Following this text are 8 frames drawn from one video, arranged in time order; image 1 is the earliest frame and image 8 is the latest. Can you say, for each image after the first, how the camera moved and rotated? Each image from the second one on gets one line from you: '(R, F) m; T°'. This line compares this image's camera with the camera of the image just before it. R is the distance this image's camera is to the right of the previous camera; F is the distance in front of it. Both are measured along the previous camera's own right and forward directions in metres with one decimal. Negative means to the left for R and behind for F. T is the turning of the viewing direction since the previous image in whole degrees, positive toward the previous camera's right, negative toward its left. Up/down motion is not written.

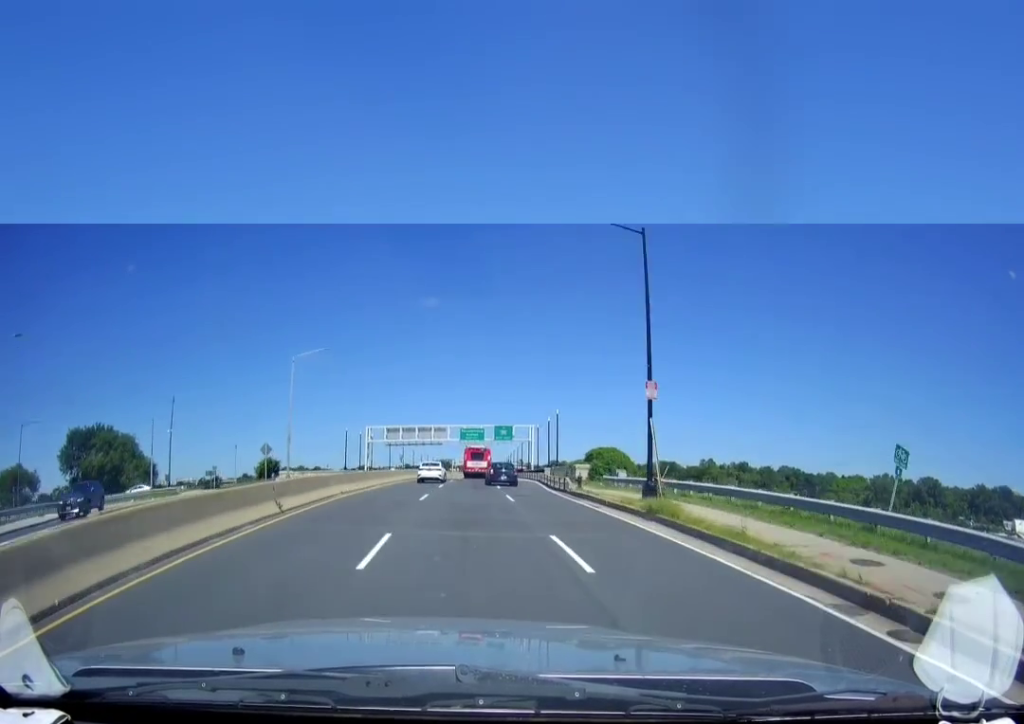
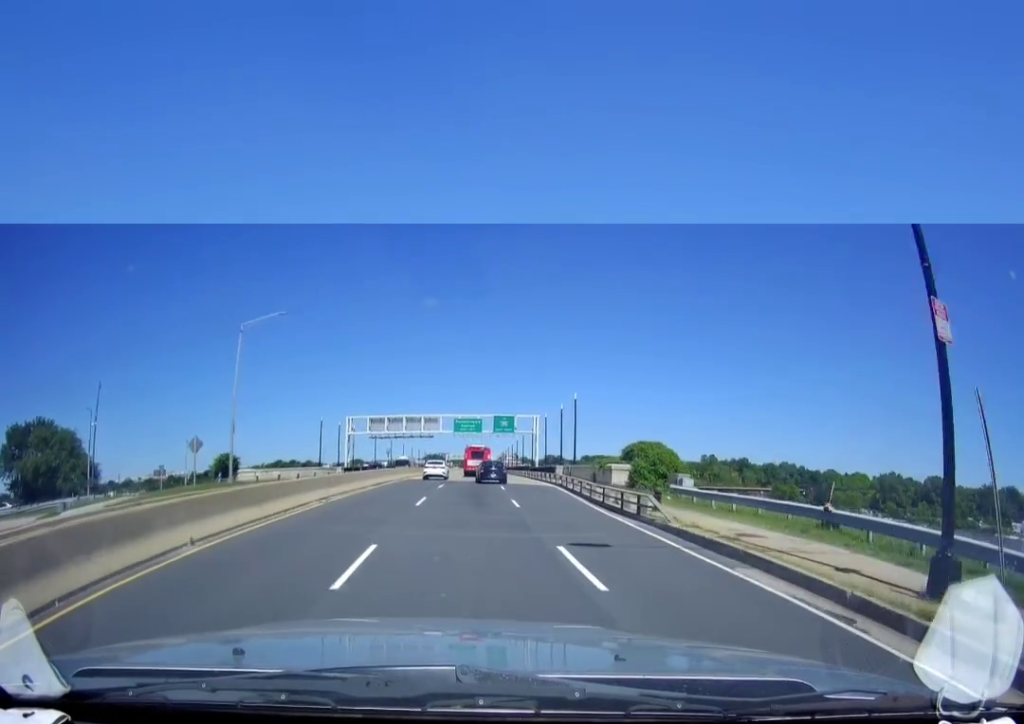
(+0.1, +14.4) m; 0°
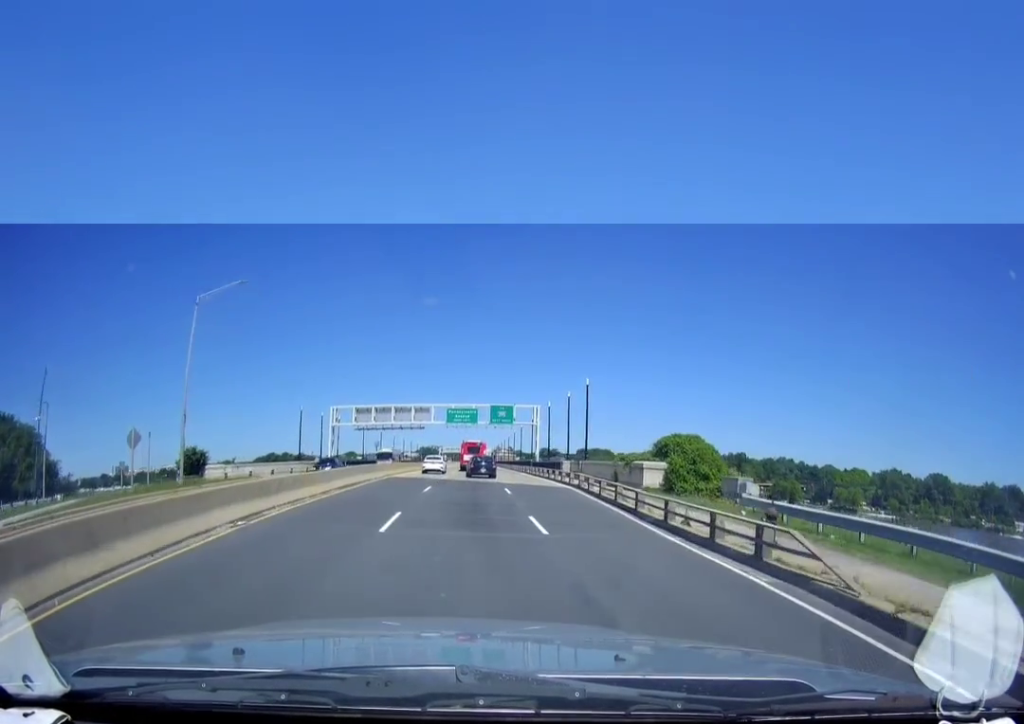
(0.0, +8.2) m; 0°
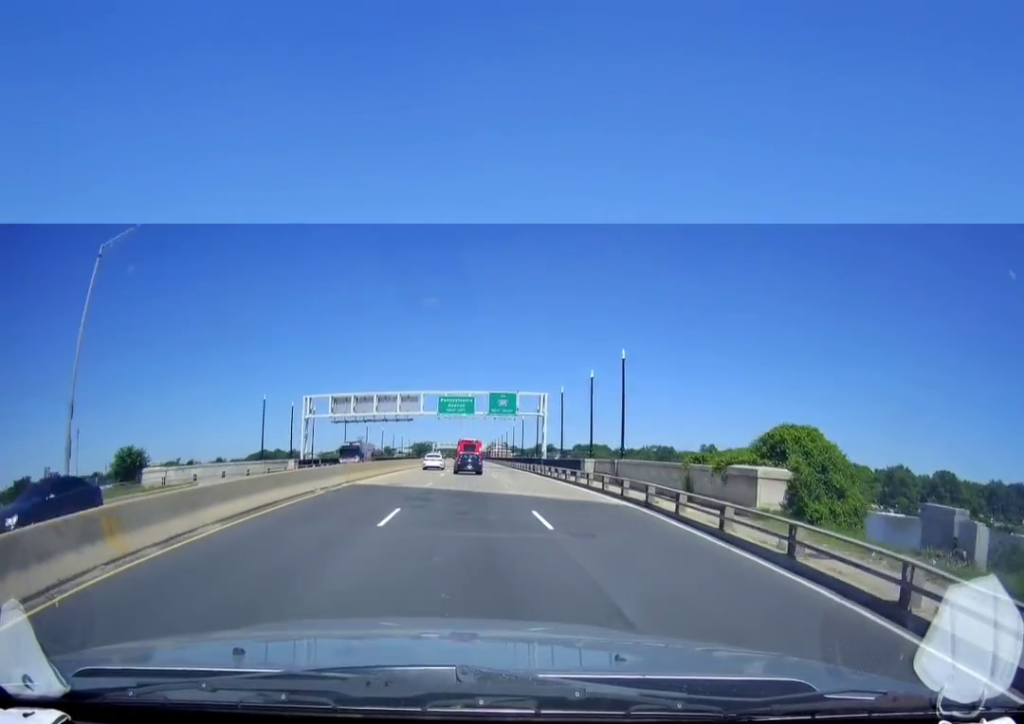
(0.0, +12.6) m; +2°
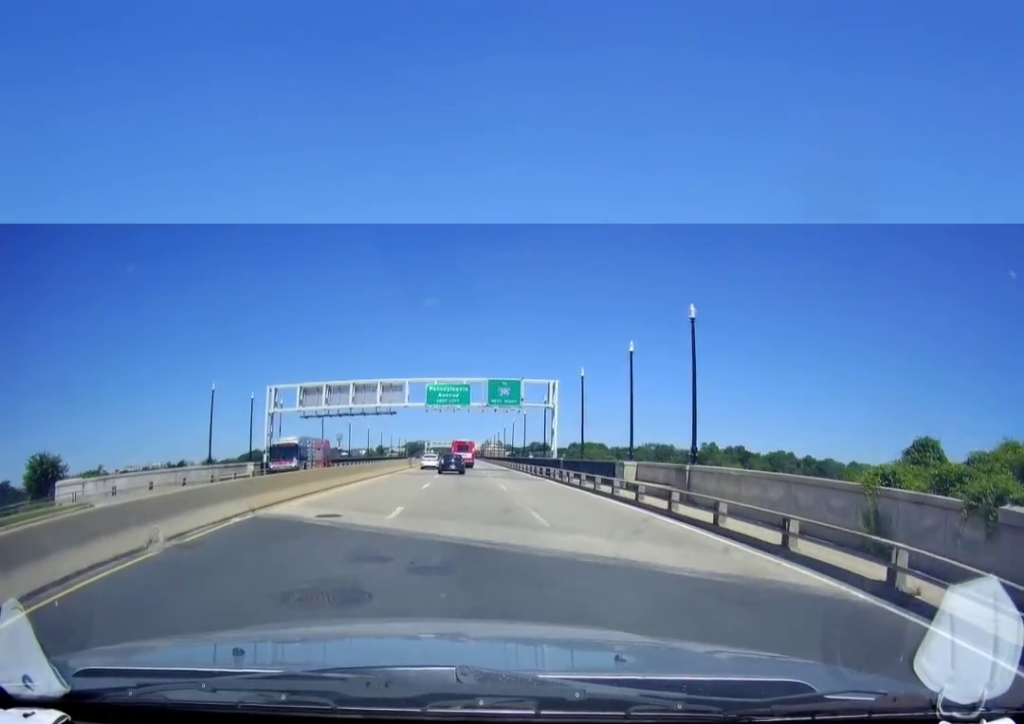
(+0.4, +12.3) m; +2°
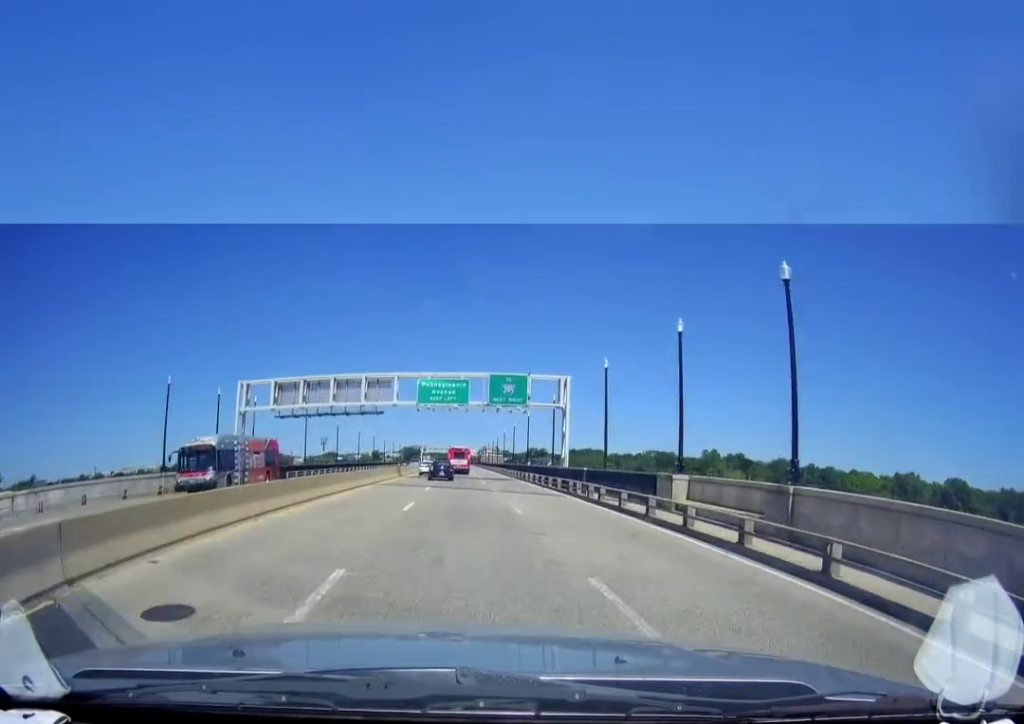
(0.0, +7.9) m; +1°
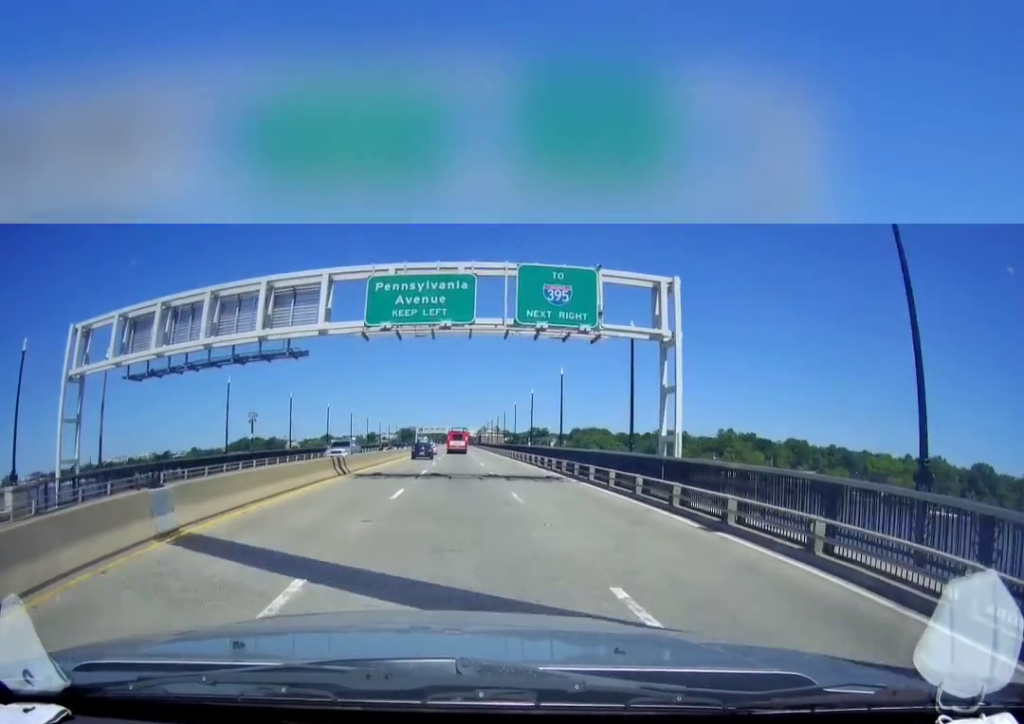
(+0.2, +25.6) m; 0°
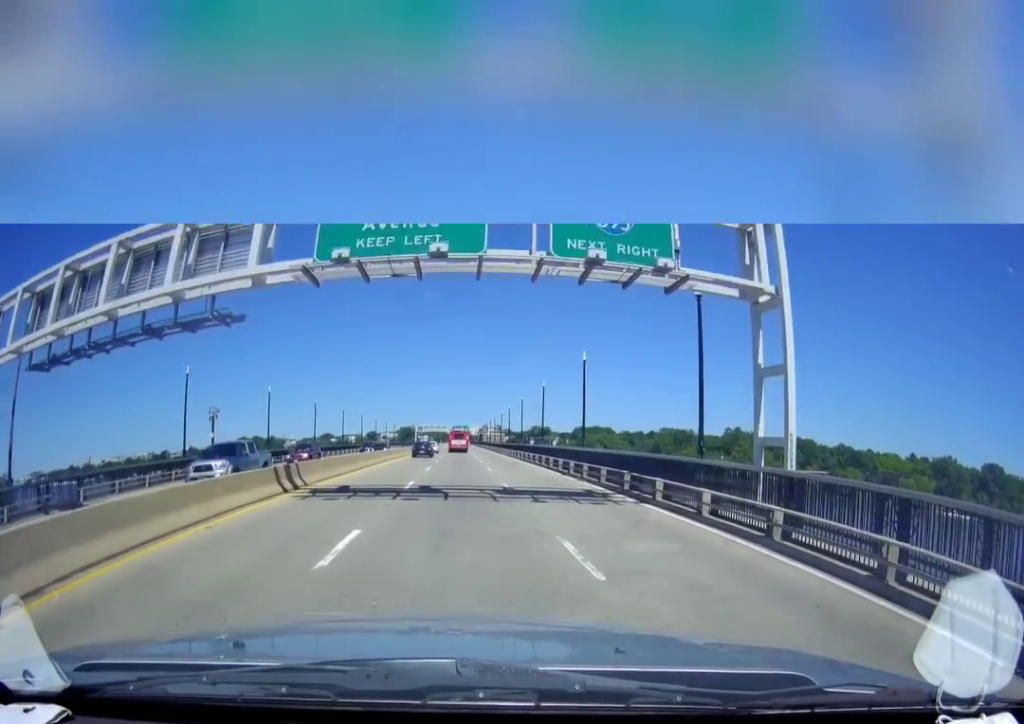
(-0.1, +8.6) m; 0°
